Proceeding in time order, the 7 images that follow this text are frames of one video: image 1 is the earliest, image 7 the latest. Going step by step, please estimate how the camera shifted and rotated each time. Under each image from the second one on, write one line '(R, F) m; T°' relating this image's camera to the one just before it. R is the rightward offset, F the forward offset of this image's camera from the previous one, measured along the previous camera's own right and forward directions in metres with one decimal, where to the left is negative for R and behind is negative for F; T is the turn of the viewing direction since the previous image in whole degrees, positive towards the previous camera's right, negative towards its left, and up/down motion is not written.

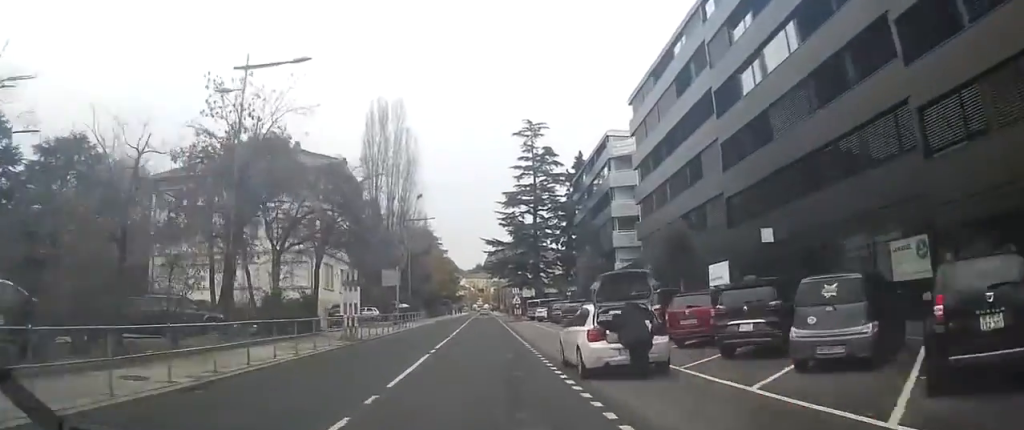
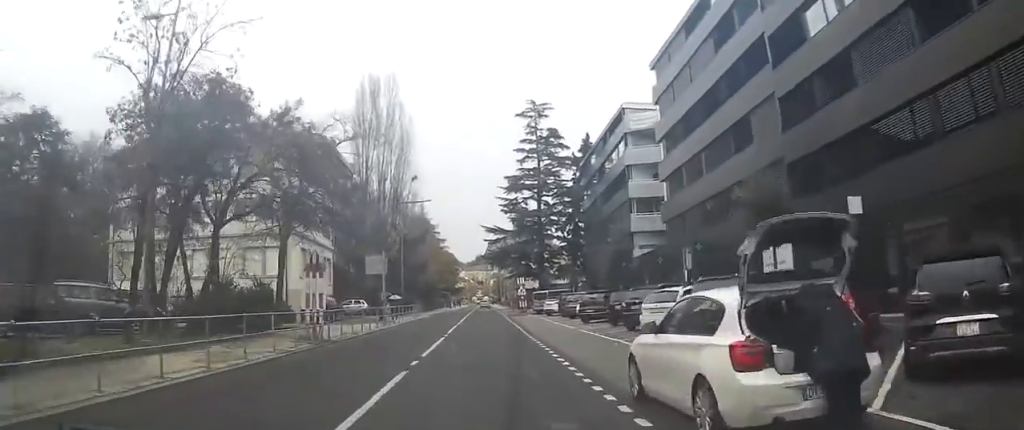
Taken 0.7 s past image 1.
(+0.9, +6.8) m; +4°
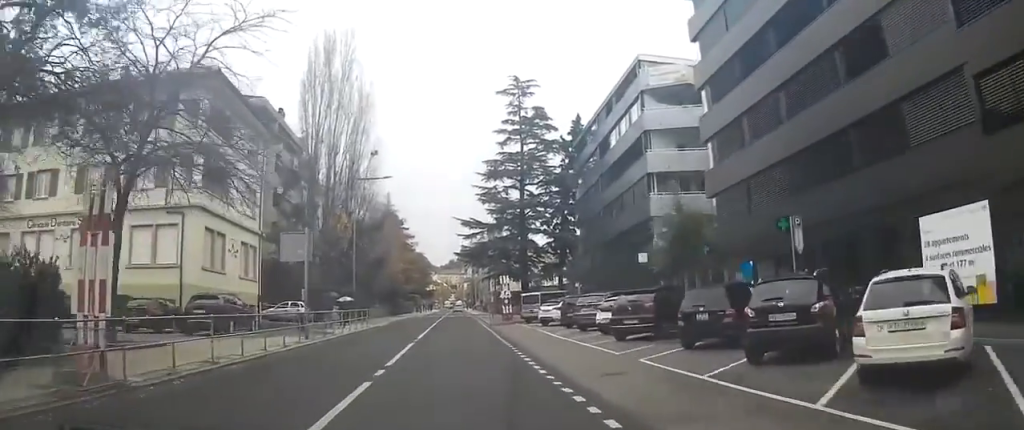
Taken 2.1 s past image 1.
(-0.1, +13.1) m; 0°
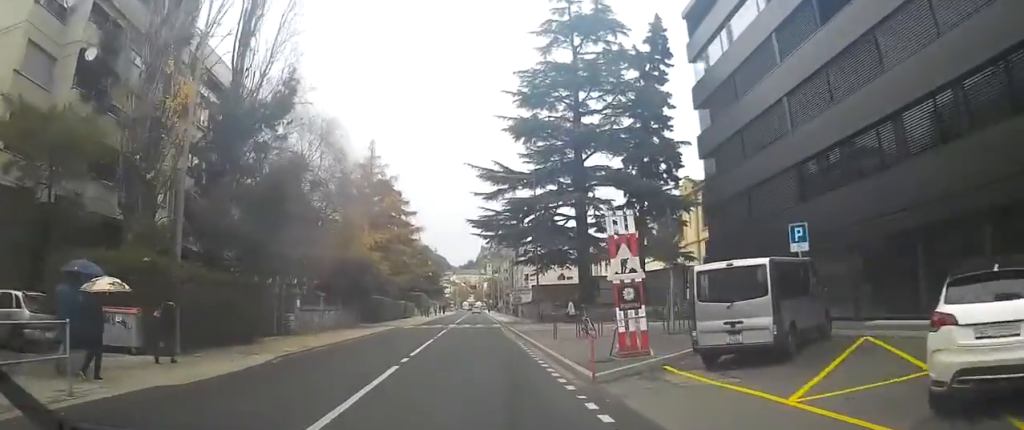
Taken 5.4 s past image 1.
(-1.5, +30.6) m; -3°
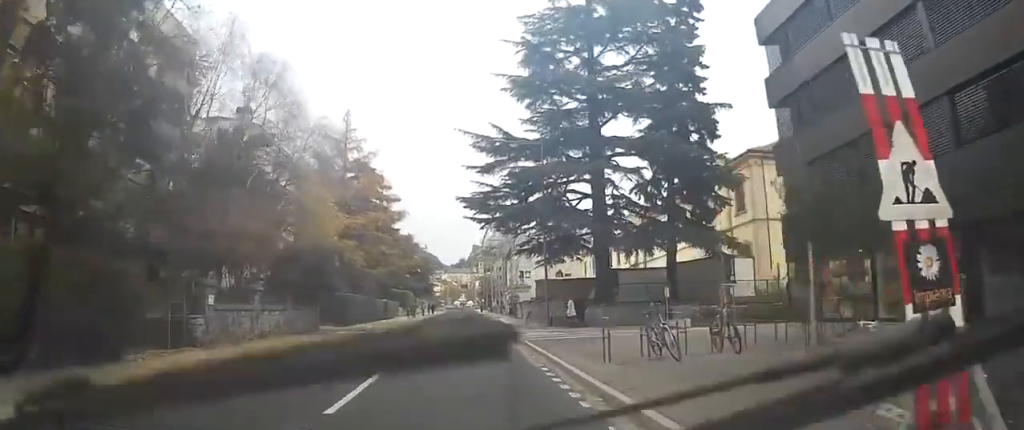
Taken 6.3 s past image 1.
(+0.2, +9.3) m; 0°
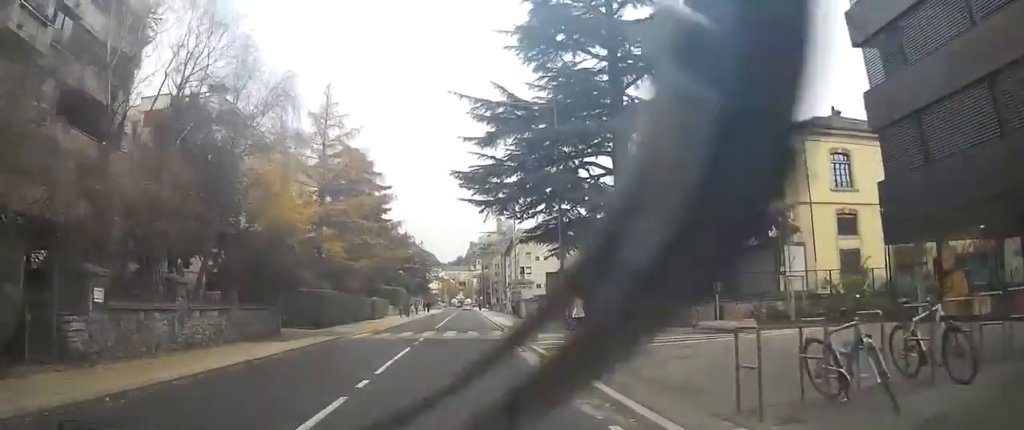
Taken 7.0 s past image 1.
(-0.3, +6.7) m; 0°
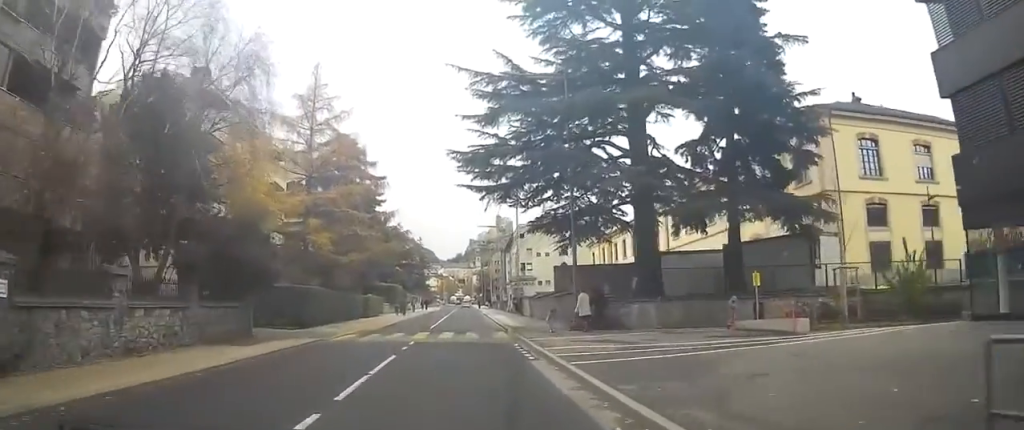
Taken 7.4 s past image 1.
(+0.2, +3.5) m; +2°
